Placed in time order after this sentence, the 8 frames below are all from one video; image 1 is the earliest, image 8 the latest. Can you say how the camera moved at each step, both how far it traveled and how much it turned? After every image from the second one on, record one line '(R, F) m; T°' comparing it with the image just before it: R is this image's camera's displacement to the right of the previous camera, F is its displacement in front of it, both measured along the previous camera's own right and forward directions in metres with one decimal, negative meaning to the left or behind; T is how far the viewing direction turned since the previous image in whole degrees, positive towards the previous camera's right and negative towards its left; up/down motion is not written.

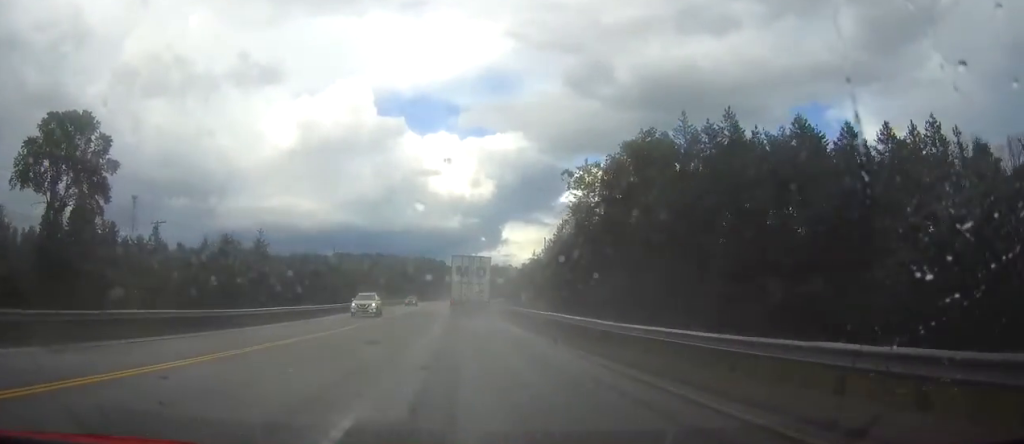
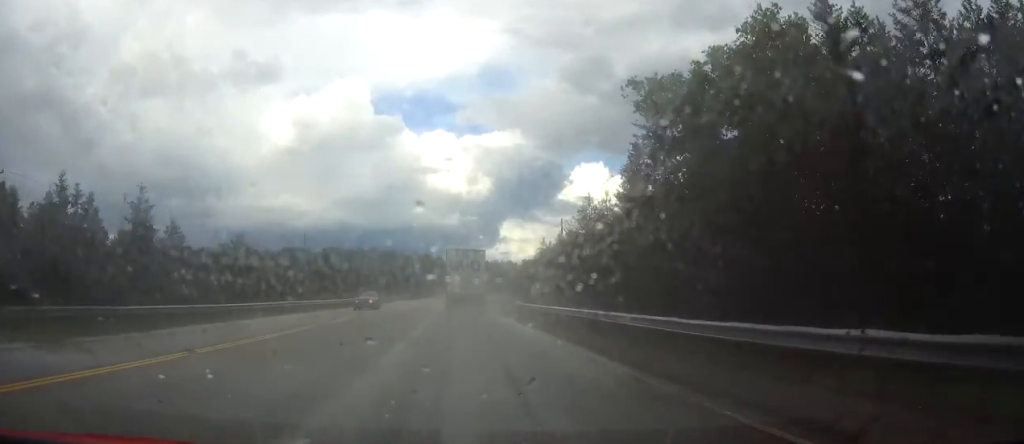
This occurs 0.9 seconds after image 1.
(+0.1, +25.8) m; 0°
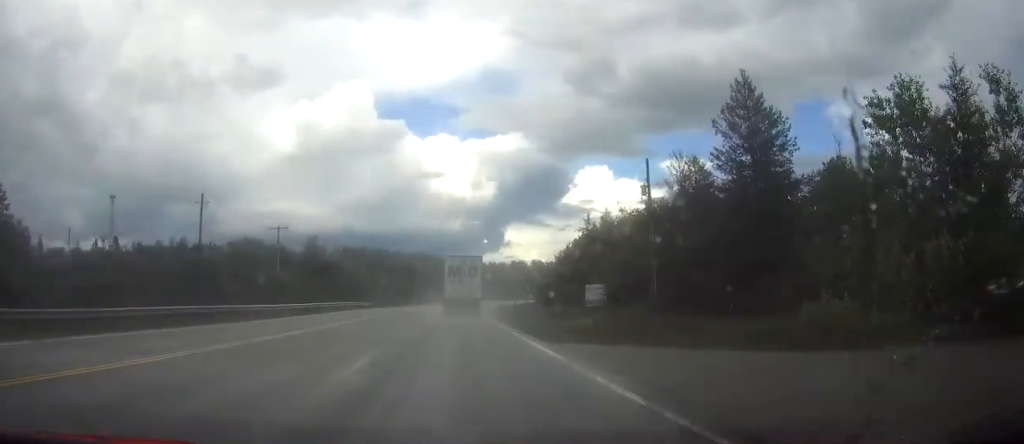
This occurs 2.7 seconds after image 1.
(-0.3, +50.5) m; 0°
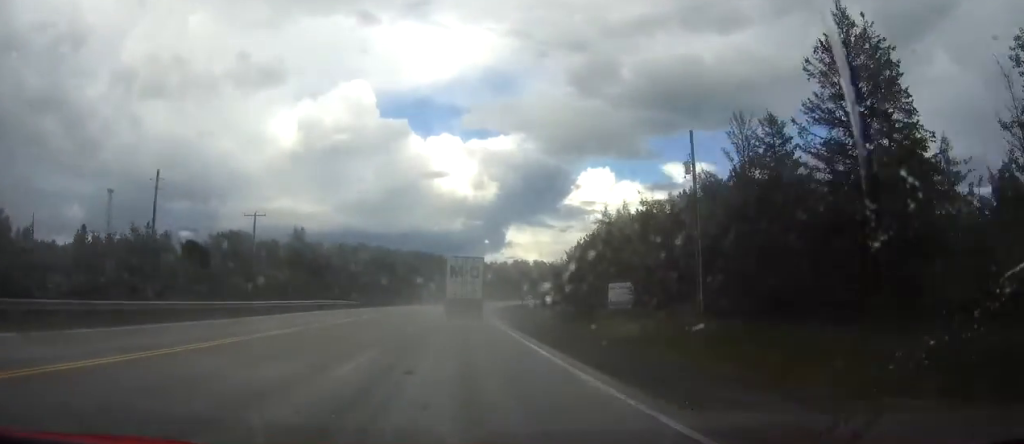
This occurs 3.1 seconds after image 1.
(0.0, +12.0) m; 0°
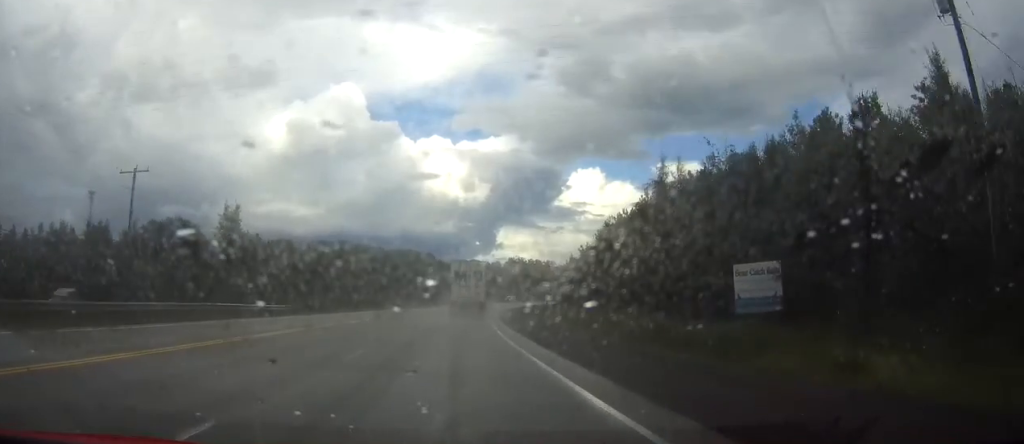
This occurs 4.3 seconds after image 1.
(+0.2, +32.1) m; +1°
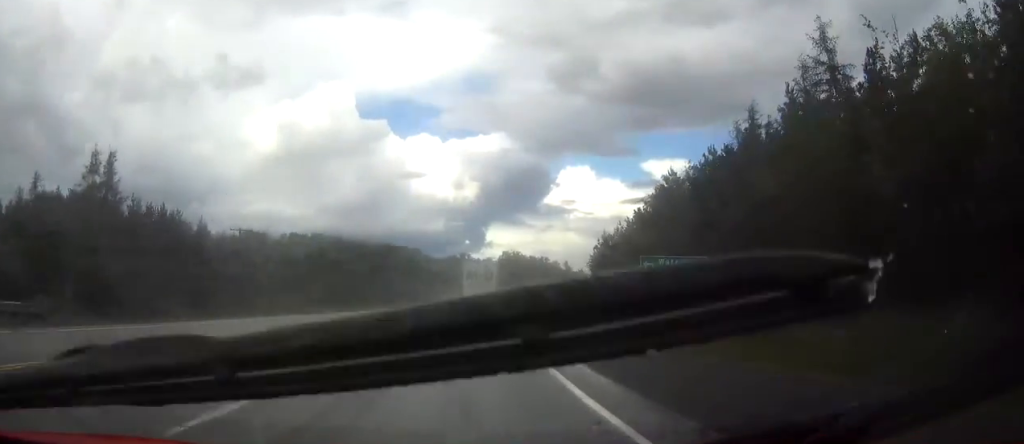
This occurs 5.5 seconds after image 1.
(+0.3, +33.1) m; +1°
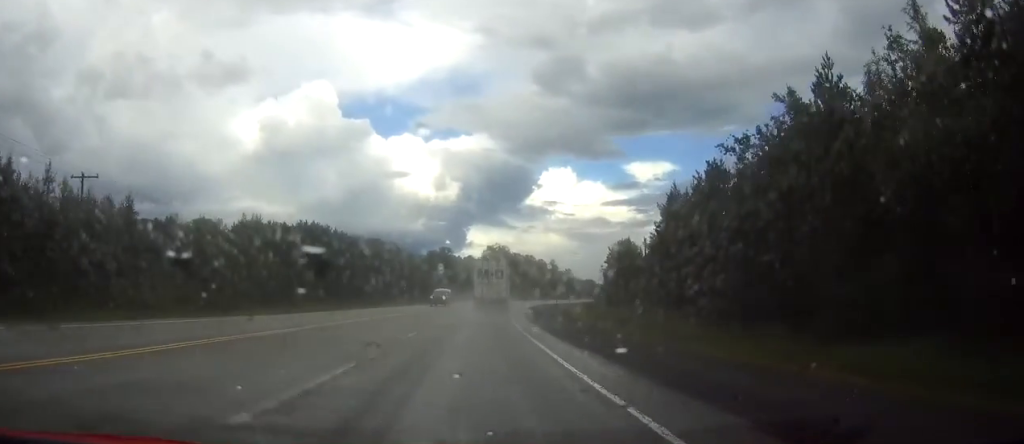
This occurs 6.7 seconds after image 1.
(+0.4, +32.5) m; +3°
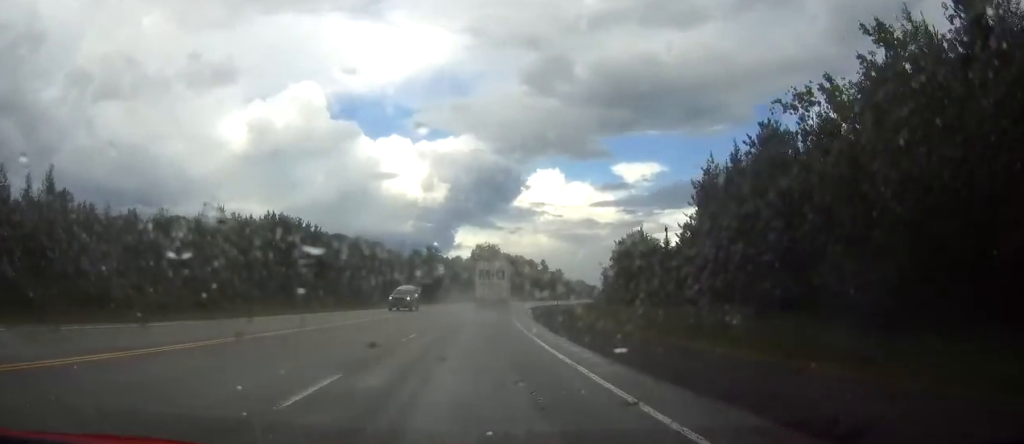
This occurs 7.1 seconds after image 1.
(-0.3, +13.1) m; +3°
